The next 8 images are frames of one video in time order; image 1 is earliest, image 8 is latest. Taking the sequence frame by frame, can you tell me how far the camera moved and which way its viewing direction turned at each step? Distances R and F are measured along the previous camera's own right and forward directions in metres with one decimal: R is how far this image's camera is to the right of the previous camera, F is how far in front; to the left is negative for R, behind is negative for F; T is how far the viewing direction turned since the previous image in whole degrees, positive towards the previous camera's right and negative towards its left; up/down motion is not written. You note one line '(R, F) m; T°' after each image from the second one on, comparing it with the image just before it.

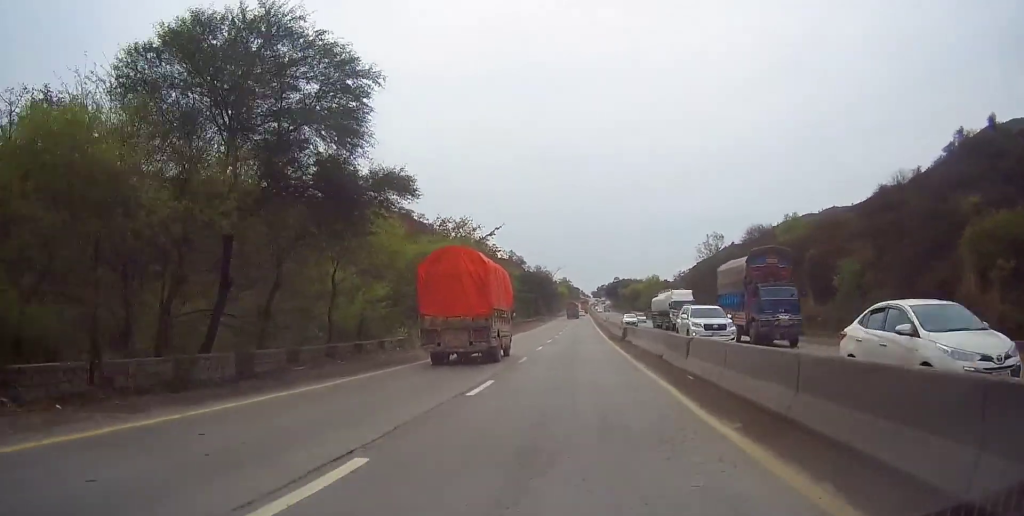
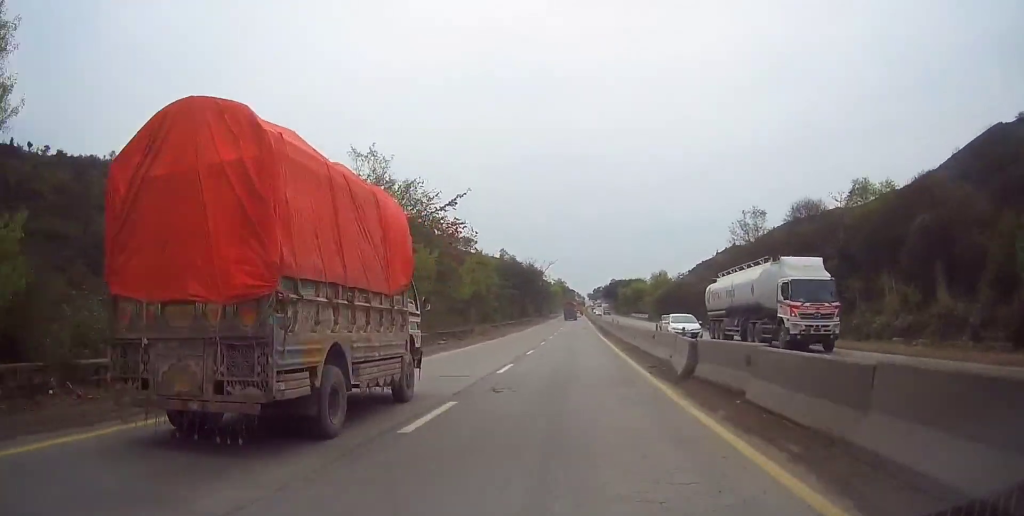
(+0.4, +22.4) m; +1°
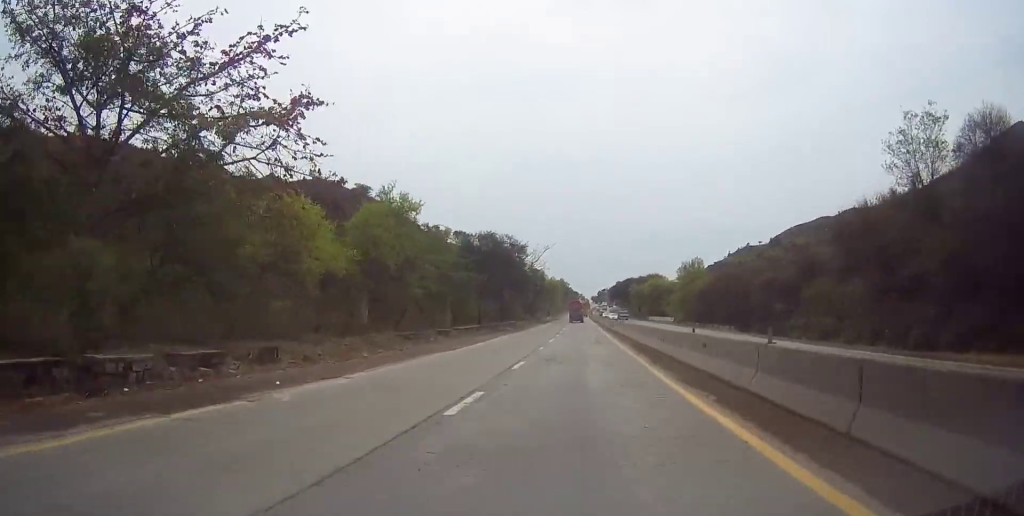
(-0.6, +35.7) m; -2°
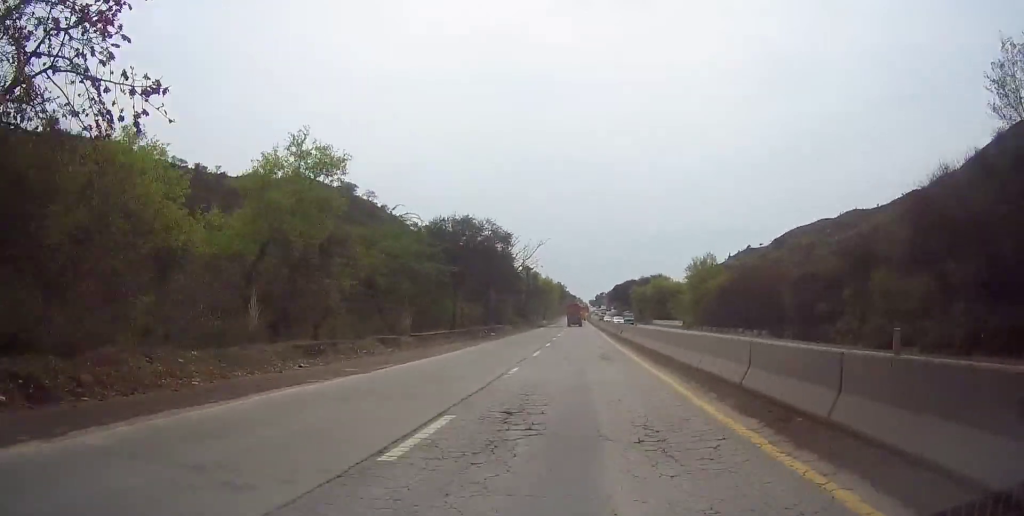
(-0.1, +11.6) m; 0°
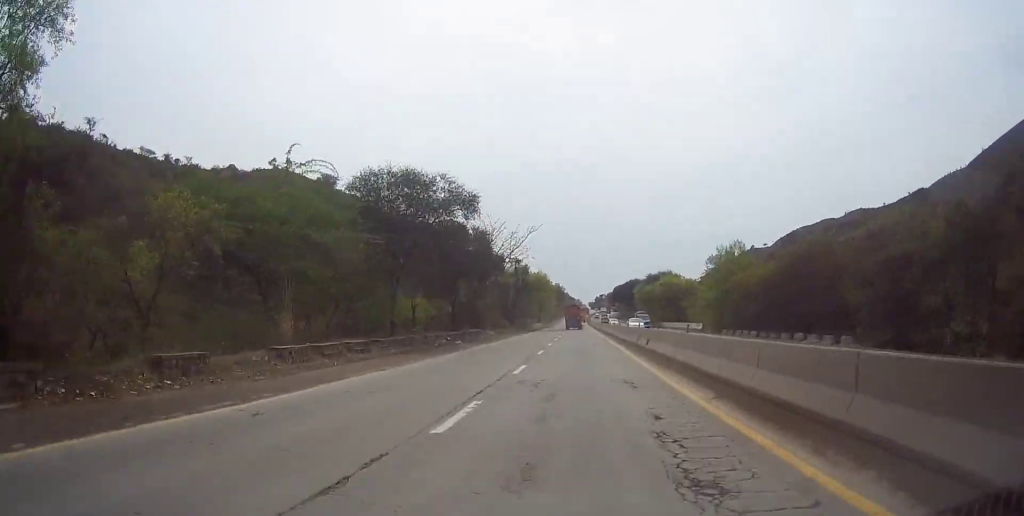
(-0.1, +16.9) m; +1°
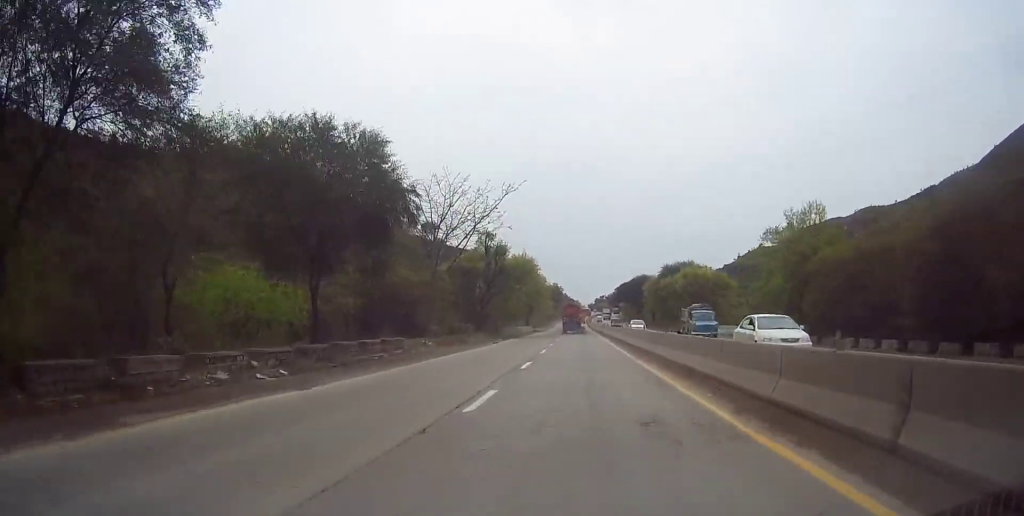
(+0.5, +25.5) m; +1°
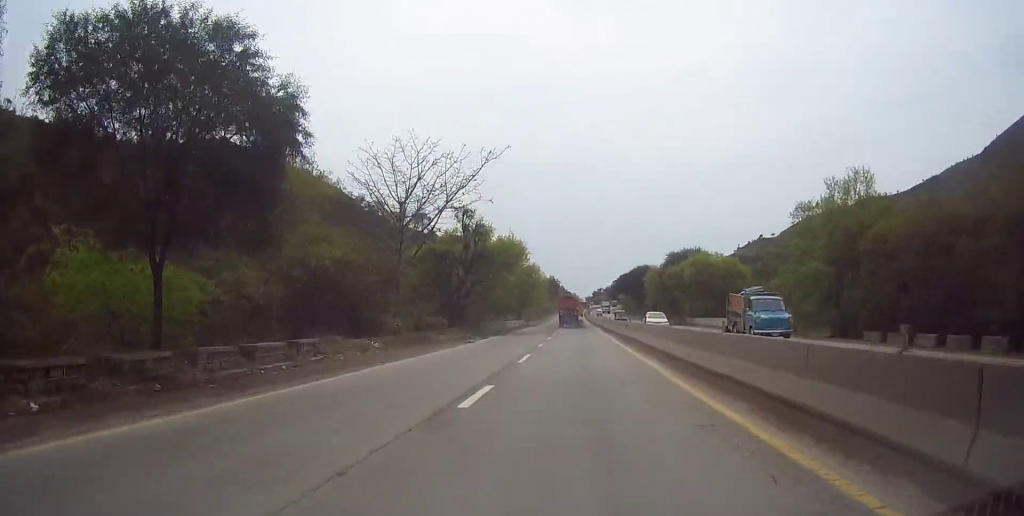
(-0.1, +9.7) m; 0°
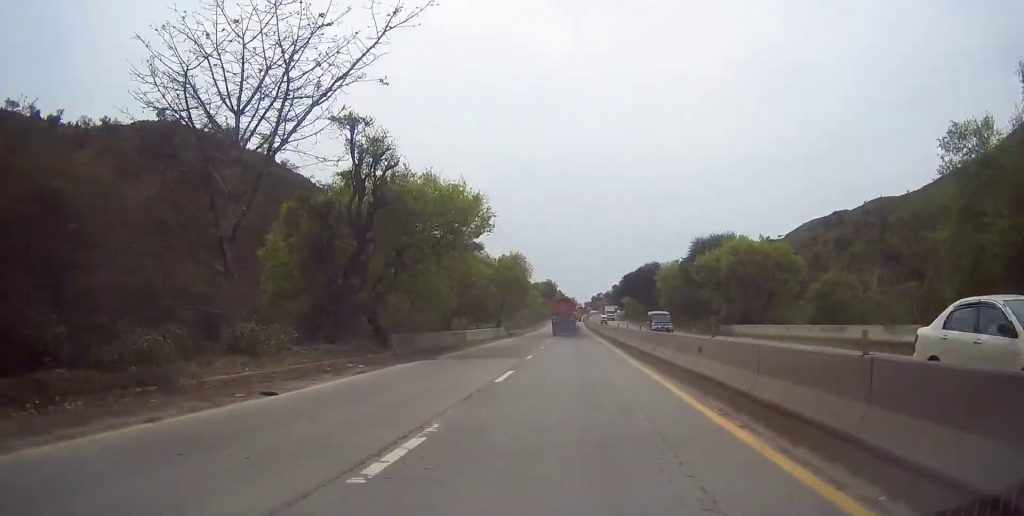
(0.0, +22.4) m; 0°
